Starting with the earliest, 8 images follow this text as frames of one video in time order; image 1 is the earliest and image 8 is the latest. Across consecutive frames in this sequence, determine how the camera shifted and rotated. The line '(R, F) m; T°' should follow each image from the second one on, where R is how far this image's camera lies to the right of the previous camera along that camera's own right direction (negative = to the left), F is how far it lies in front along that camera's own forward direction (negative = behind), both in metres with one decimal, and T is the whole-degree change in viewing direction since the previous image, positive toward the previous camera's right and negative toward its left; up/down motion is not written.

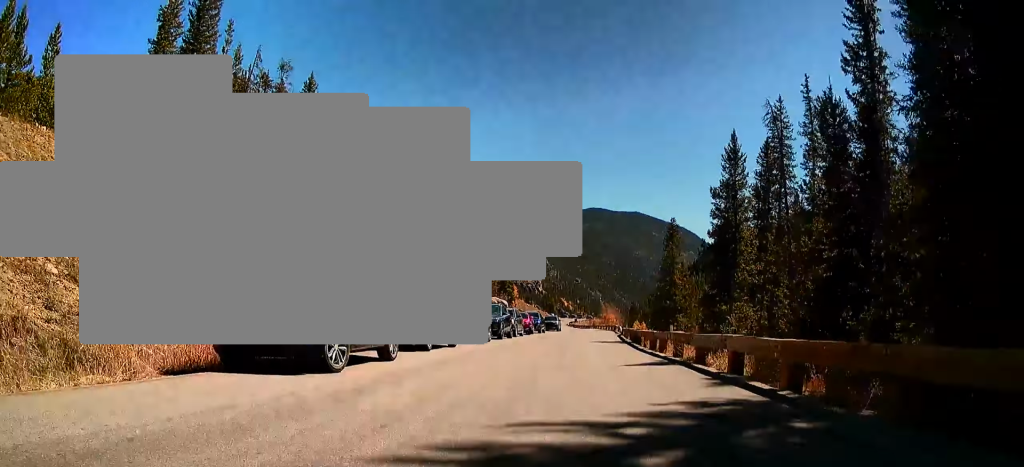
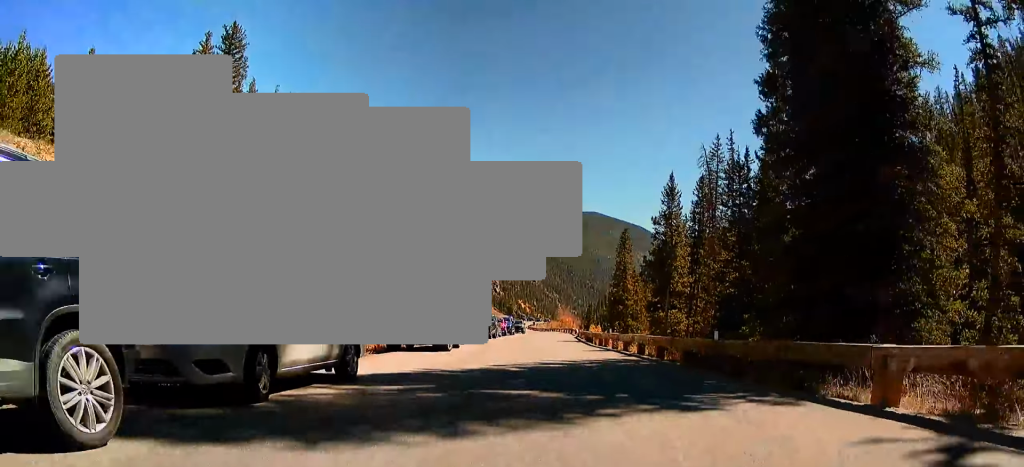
(+0.2, +7.6) m; +3°
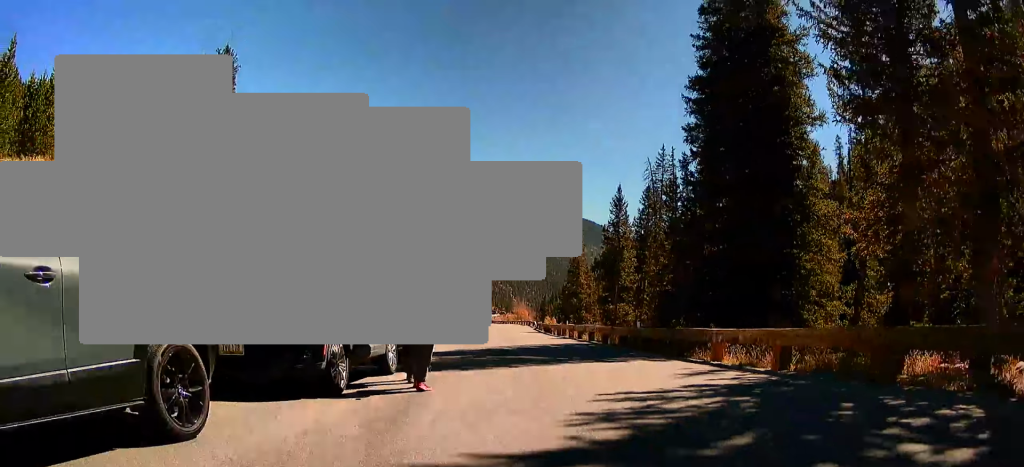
(+0.1, +4.8) m; +4°
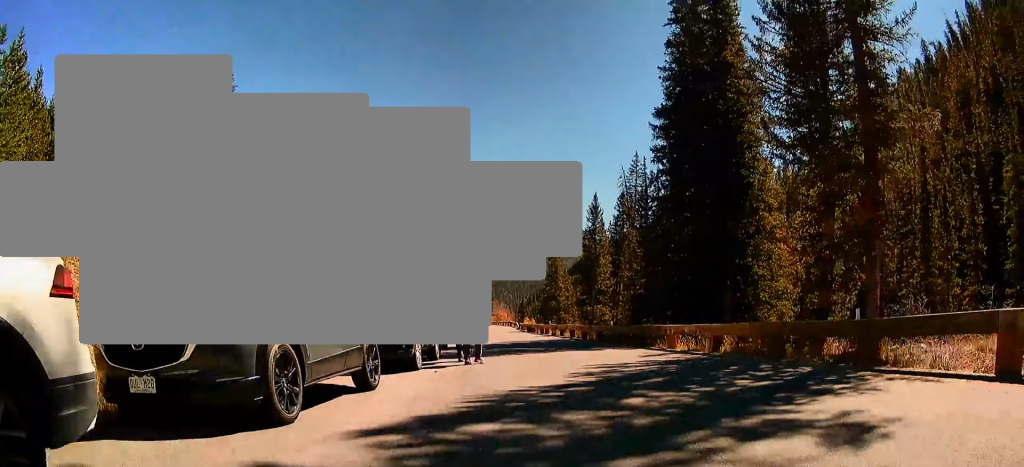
(-0.1, +2.7) m; +3°
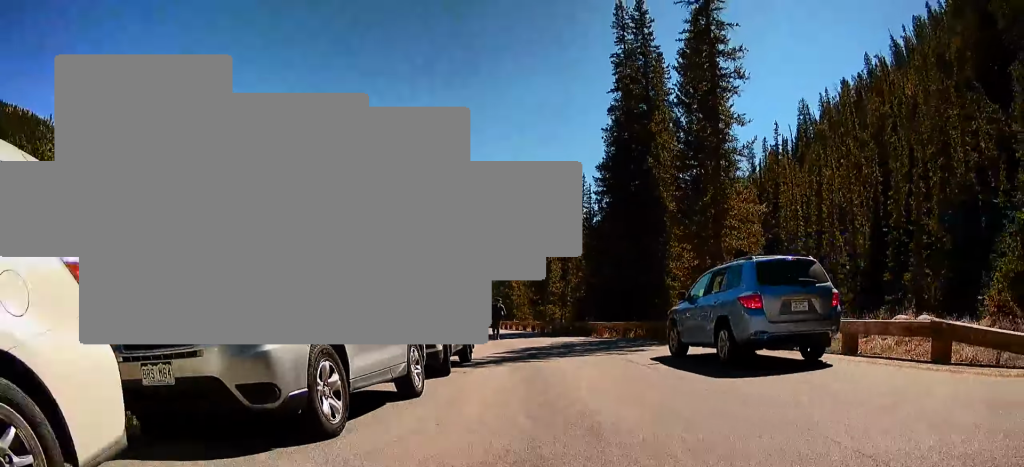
(+0.8, +6.9) m; +7°
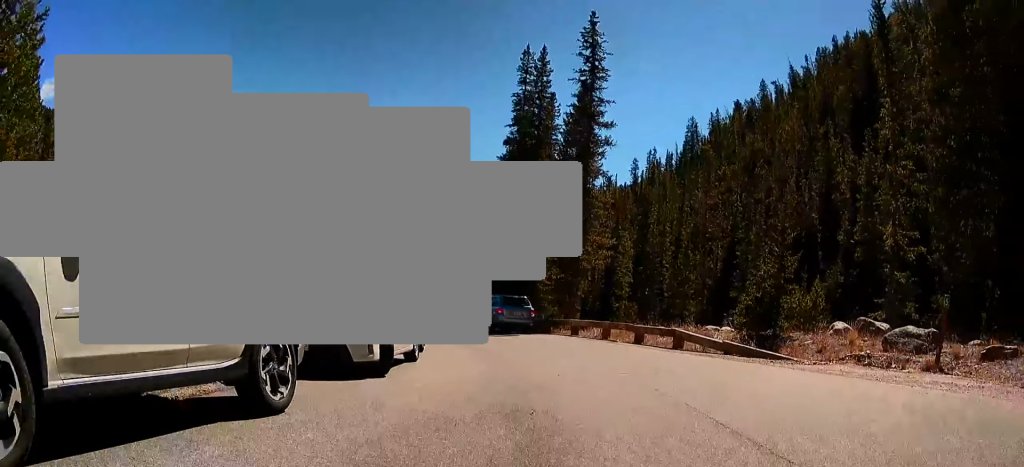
(0.0, +5.1) m; +6°
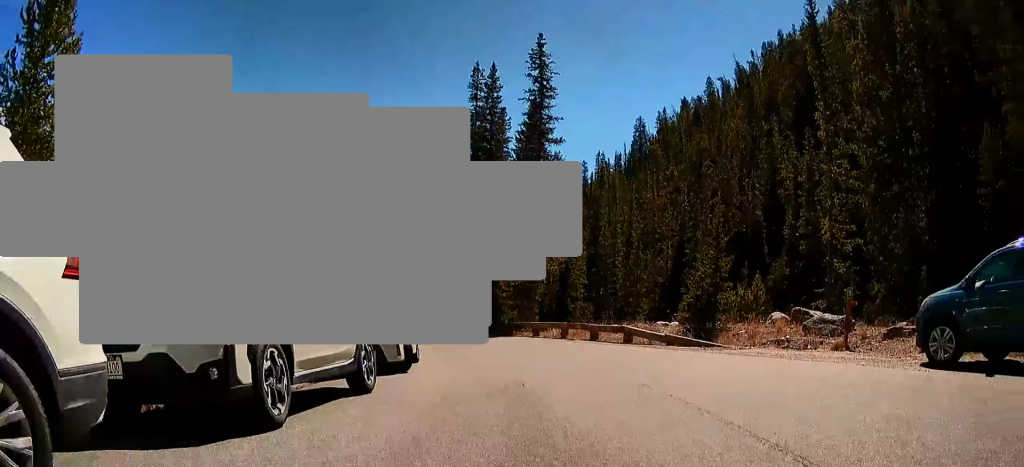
(0.0, +1.4) m; +5°
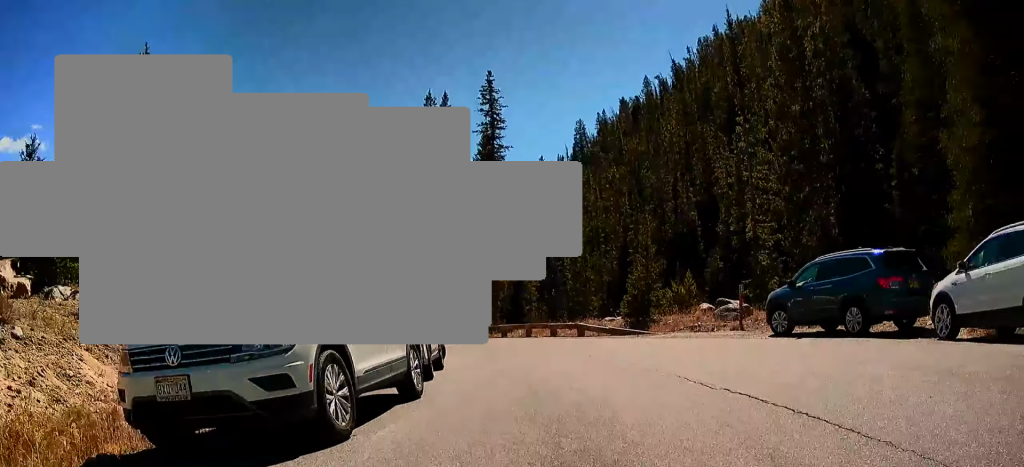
(+0.3, +2.6) m; +10°
